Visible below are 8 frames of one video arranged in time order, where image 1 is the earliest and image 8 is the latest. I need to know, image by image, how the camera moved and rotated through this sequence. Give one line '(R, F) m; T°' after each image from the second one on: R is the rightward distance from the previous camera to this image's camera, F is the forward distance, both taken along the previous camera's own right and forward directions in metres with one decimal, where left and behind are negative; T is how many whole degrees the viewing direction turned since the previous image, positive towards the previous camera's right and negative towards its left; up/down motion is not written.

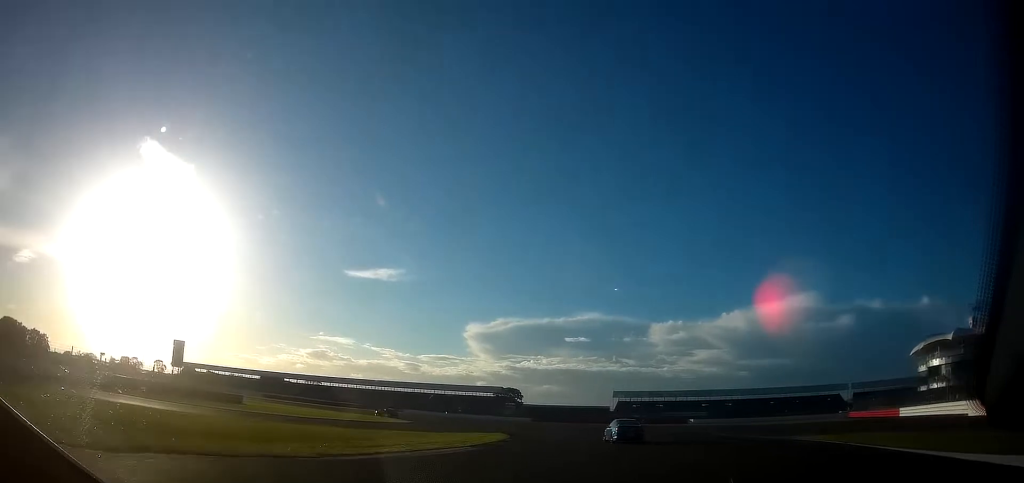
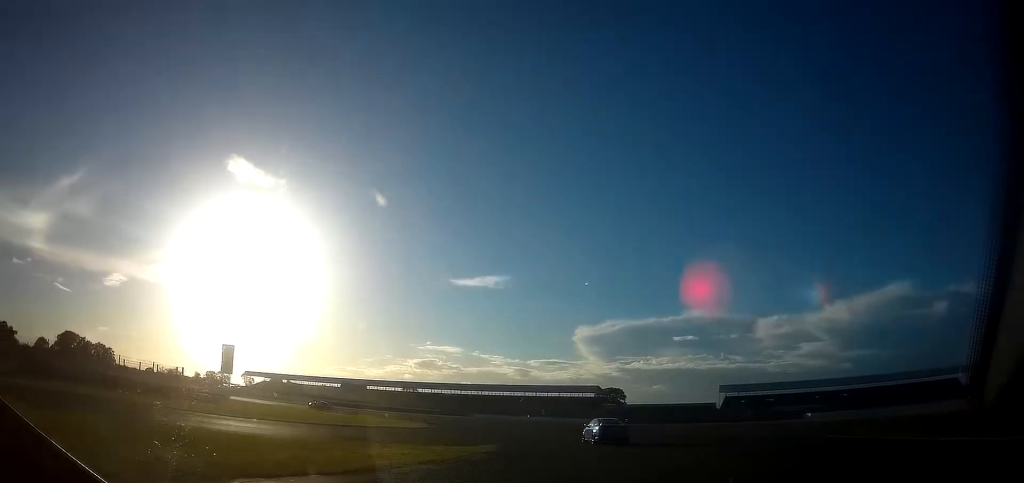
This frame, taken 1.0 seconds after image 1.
(-1.7, +23.6) m; -9°
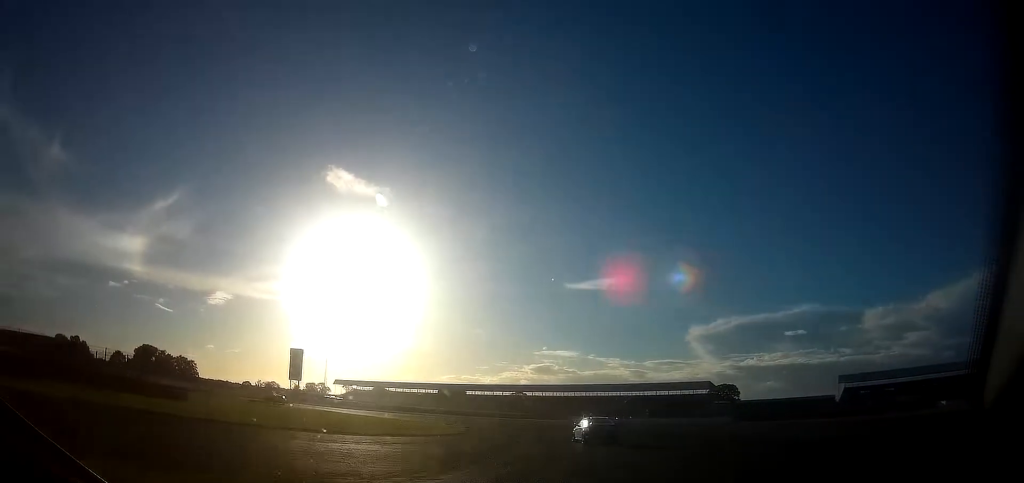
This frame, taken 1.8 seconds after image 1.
(-1.3, +18.9) m; -9°
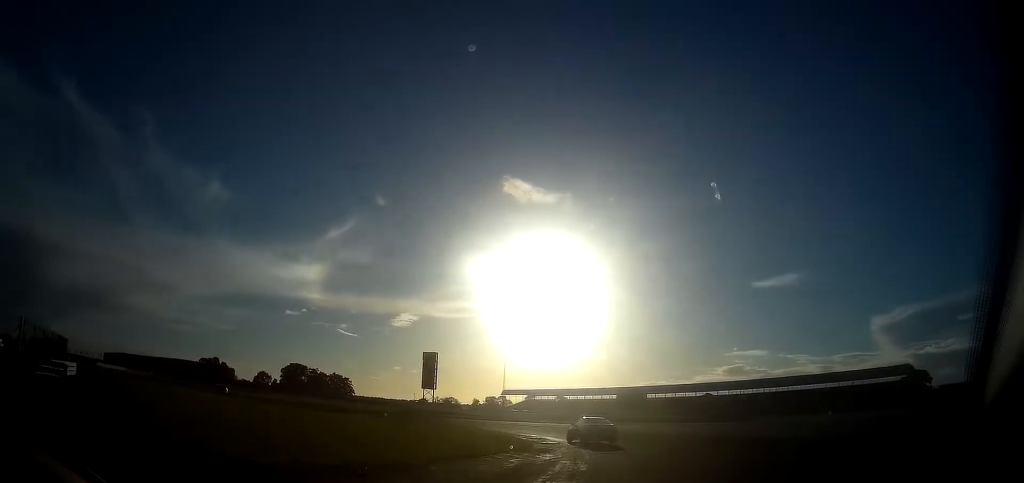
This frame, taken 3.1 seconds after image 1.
(-4.7, +26.3) m; -24°
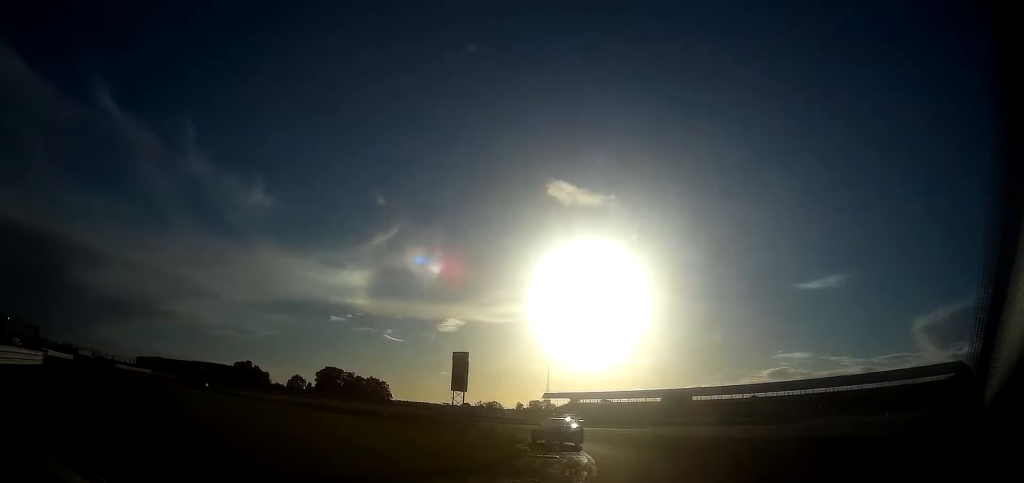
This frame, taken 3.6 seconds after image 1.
(-0.6, +8.6) m; -12°
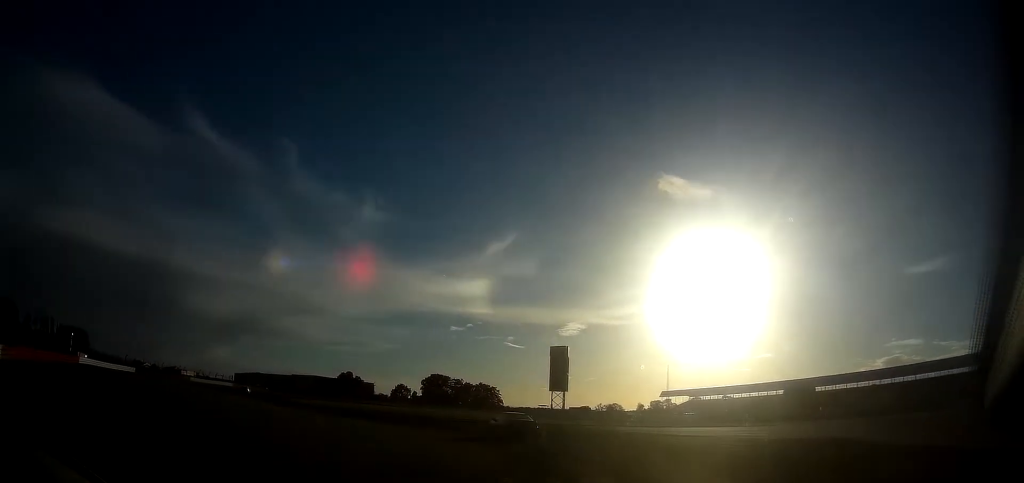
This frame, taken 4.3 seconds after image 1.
(-2.9, +14.3) m; -19°
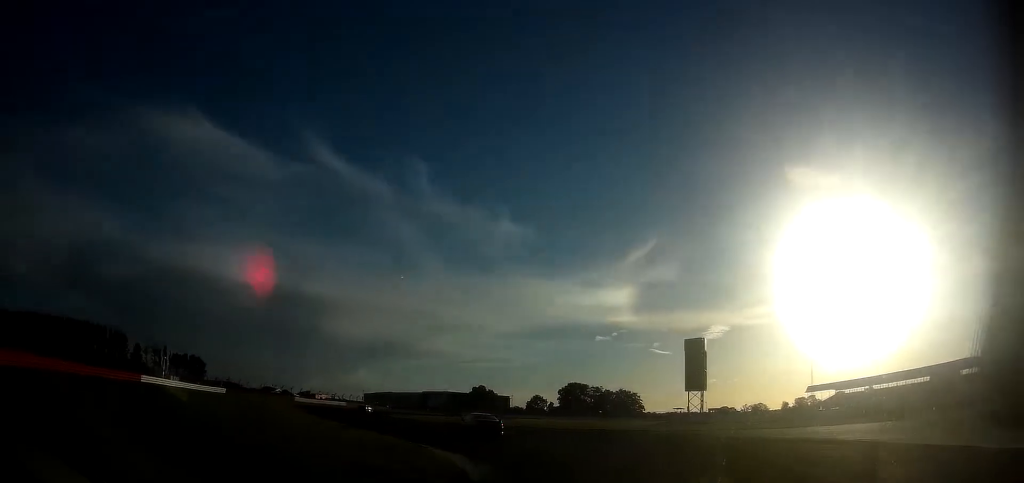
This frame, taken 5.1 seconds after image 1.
(-2.6, +15.5) m; -17°
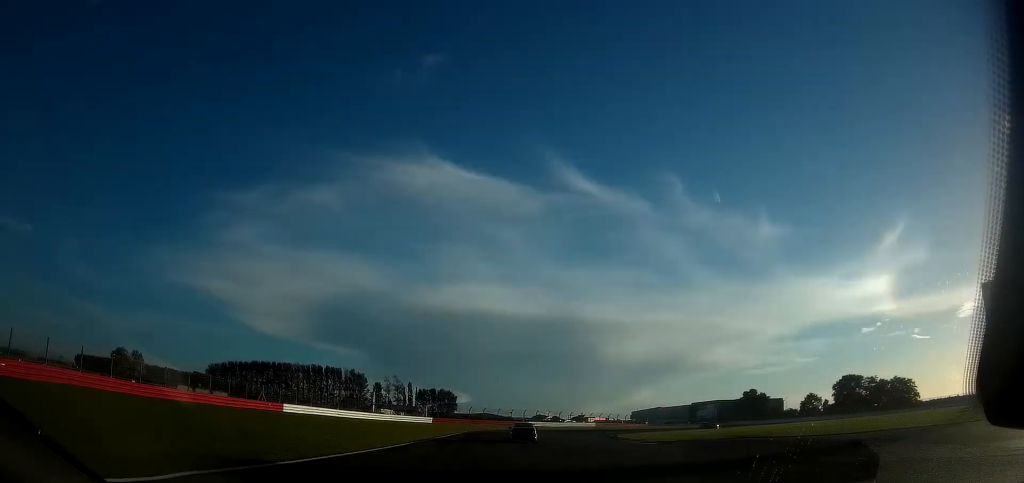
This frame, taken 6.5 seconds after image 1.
(-5.2, +26.8) m; -18°
